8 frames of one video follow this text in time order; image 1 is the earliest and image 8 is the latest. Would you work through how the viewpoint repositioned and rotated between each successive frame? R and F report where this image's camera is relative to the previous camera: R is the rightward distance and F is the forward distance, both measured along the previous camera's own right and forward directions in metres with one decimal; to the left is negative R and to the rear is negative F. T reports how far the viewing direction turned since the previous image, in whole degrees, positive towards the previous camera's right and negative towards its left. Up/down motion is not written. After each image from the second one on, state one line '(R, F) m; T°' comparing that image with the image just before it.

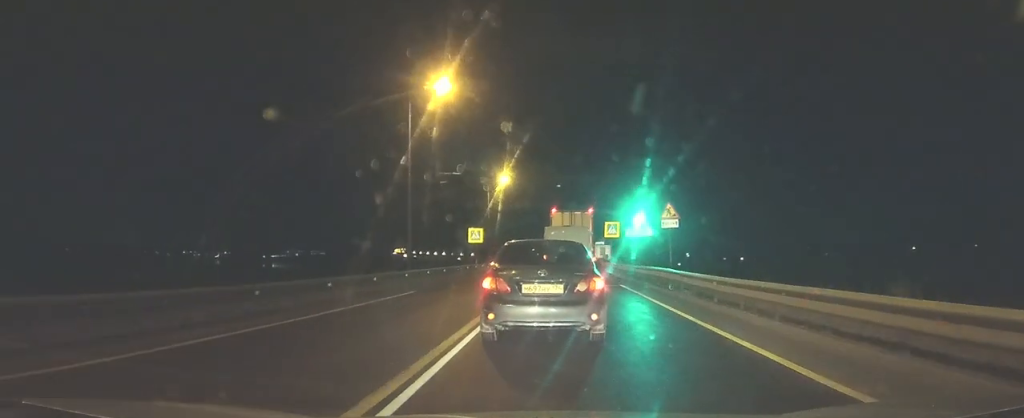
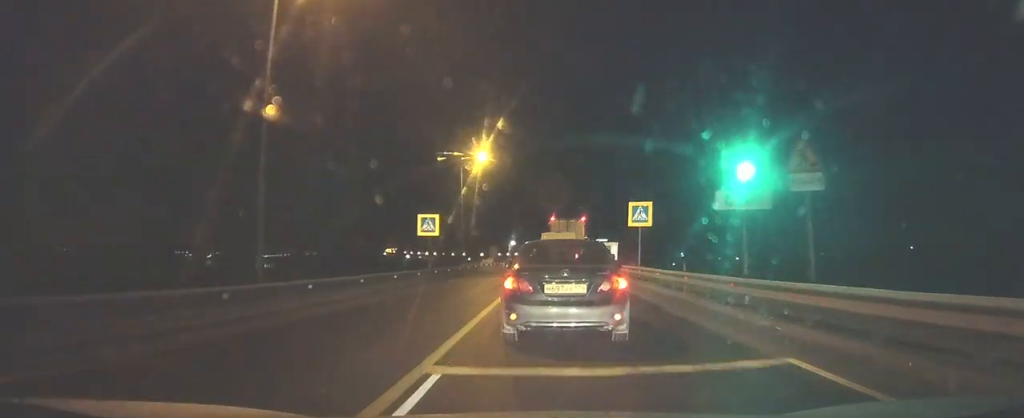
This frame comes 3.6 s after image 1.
(-0.5, +16.7) m; -2°
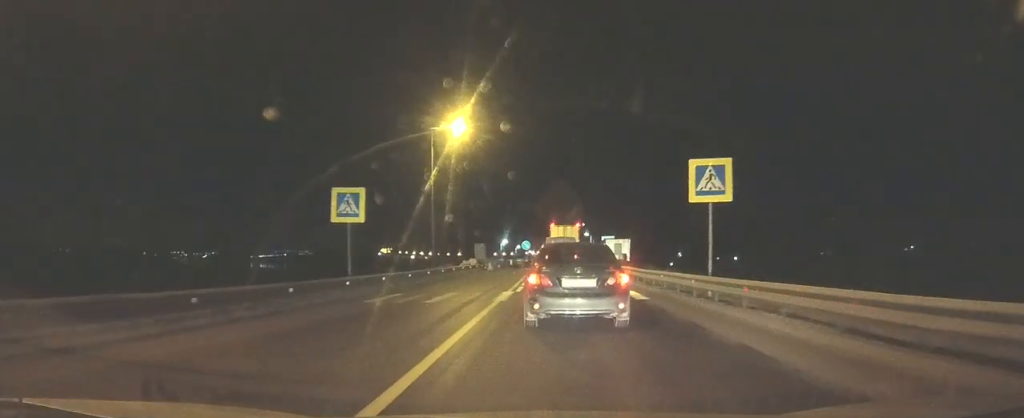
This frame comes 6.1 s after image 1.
(0.0, +16.0) m; 0°
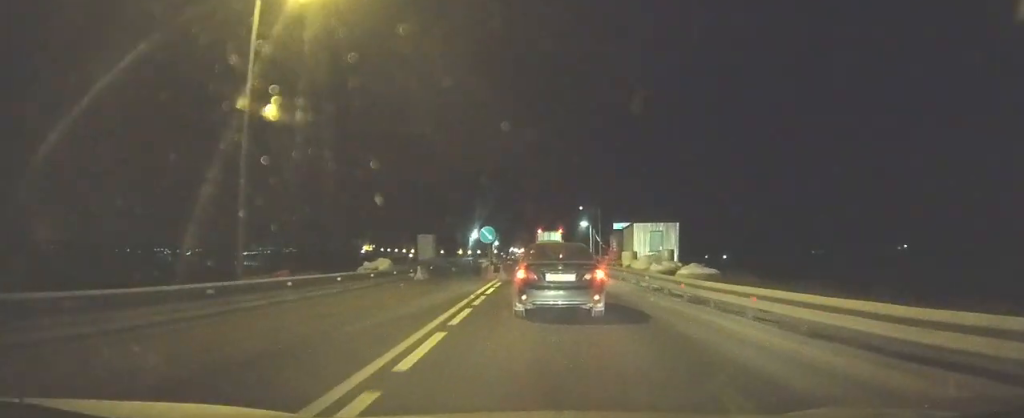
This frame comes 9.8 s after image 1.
(+0.1, +28.1) m; 0°
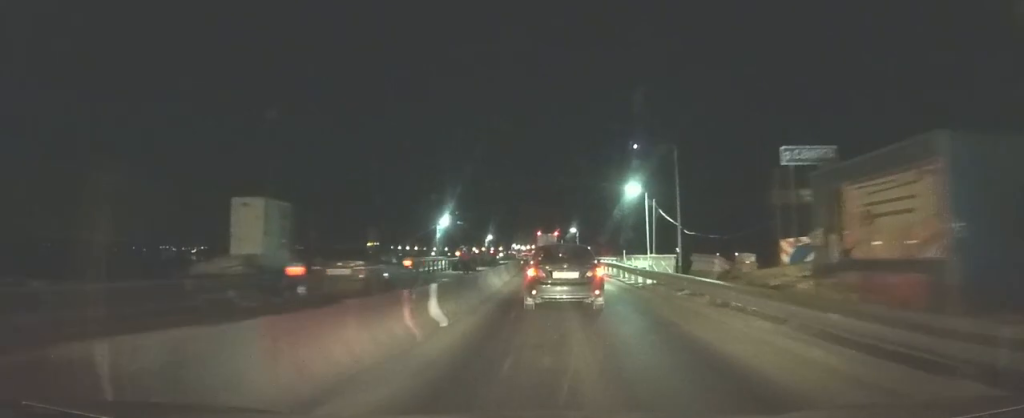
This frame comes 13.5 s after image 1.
(-0.4, +34.0) m; -1°
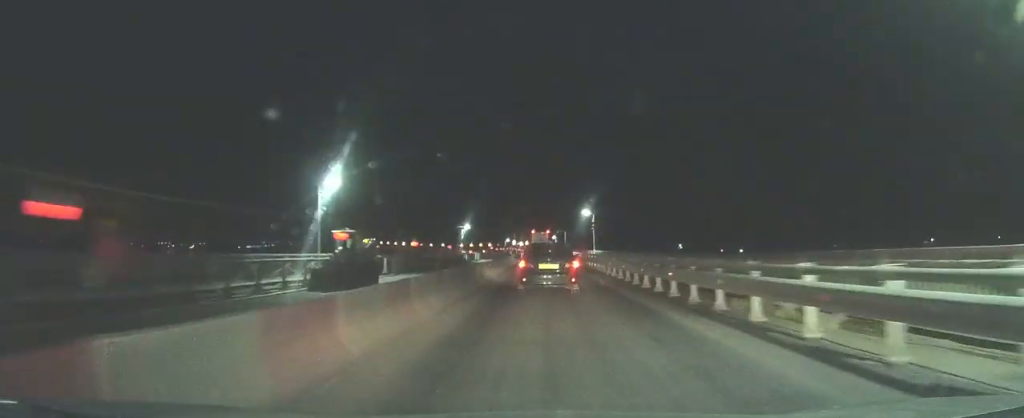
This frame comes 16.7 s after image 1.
(+0.1, +33.8) m; 0°
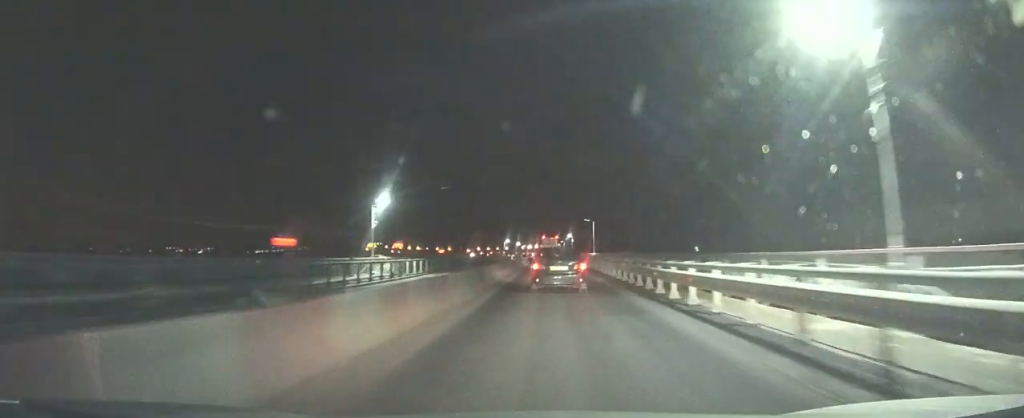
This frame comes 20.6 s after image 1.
(+0.3, +46.9) m; +1°
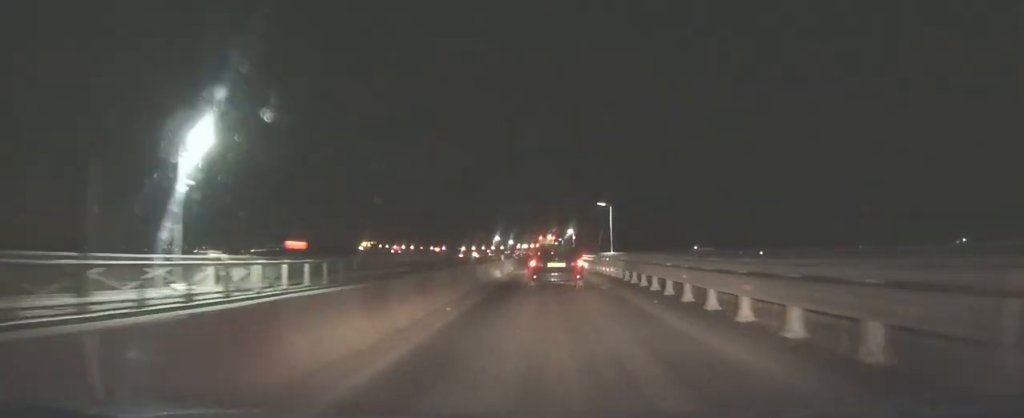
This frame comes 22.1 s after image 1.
(0.0, +19.3) m; 0°
